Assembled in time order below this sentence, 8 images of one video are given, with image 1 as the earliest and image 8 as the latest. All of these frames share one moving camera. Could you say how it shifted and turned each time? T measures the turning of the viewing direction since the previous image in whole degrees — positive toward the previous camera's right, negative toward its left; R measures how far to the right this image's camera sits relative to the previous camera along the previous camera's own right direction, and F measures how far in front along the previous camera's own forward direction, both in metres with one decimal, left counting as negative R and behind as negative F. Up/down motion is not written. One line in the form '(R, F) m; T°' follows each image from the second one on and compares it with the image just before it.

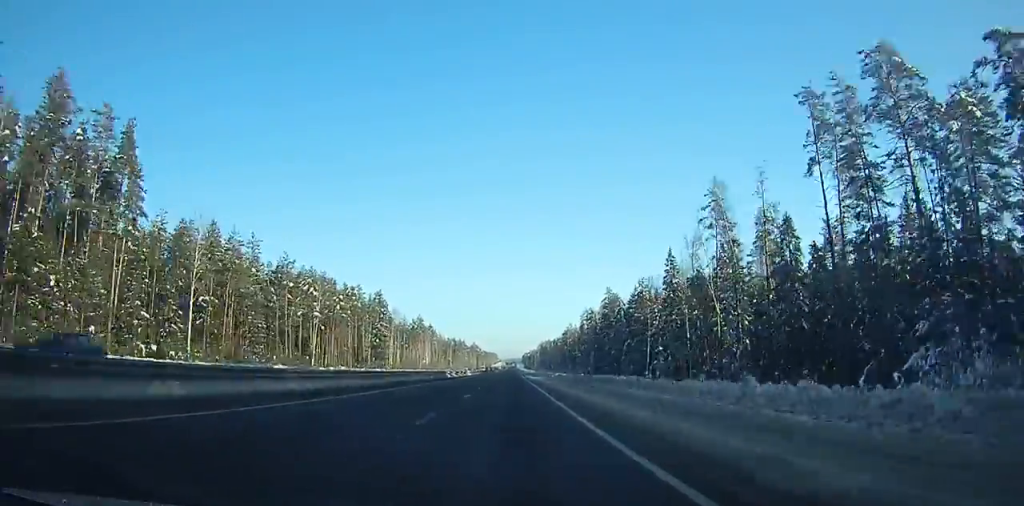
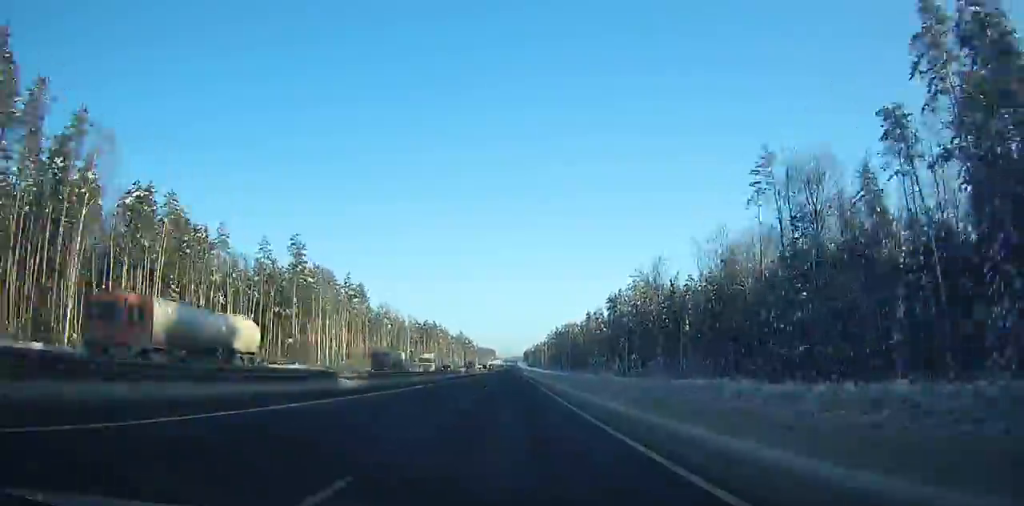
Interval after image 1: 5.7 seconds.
(-0.7, +164.5) m; -1°
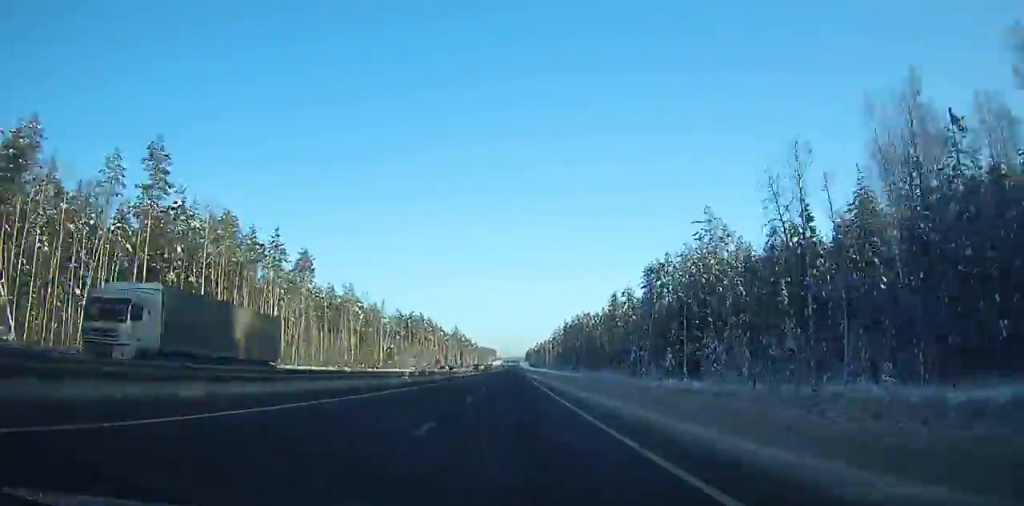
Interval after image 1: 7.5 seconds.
(-0.1, +56.5) m; 0°
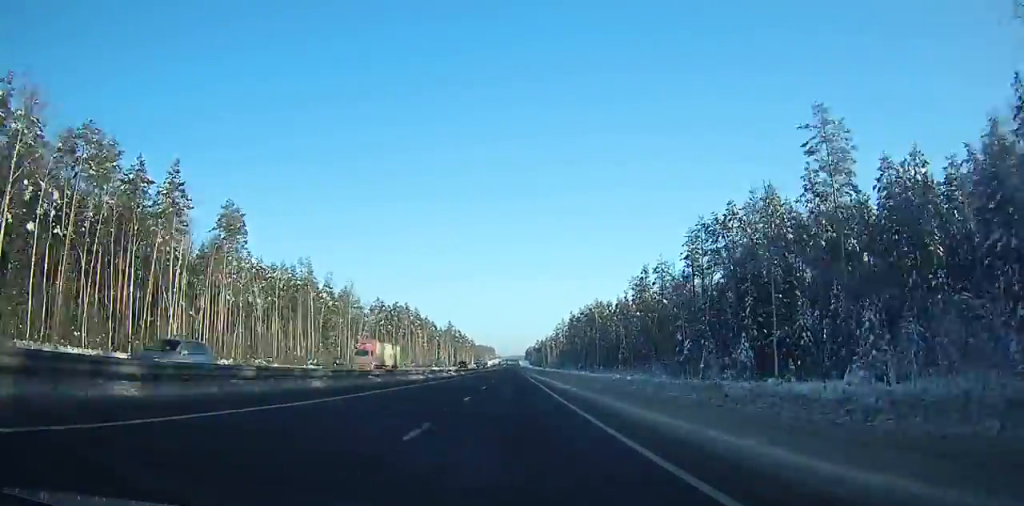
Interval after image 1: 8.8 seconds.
(+0.1, +40.9) m; 0°
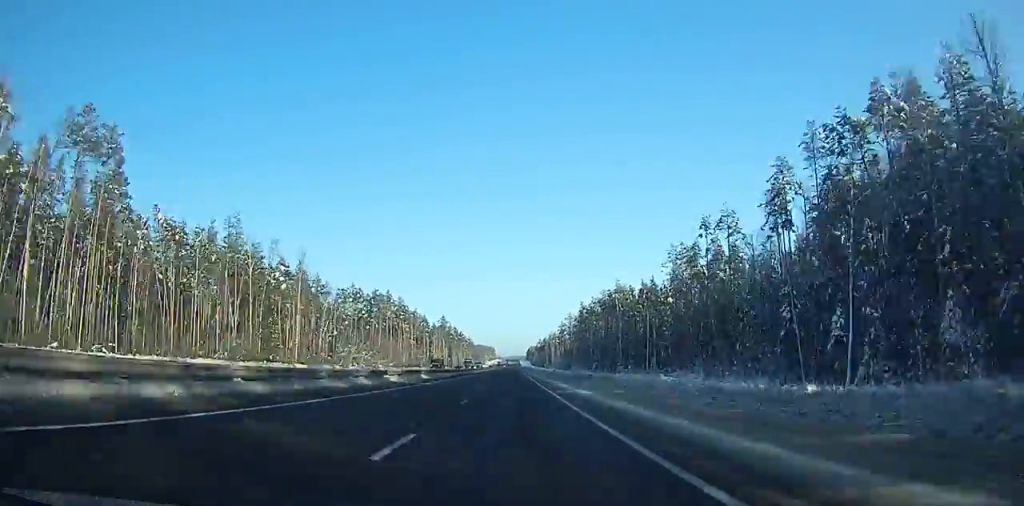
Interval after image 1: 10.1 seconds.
(0.0, +40.6) m; 0°
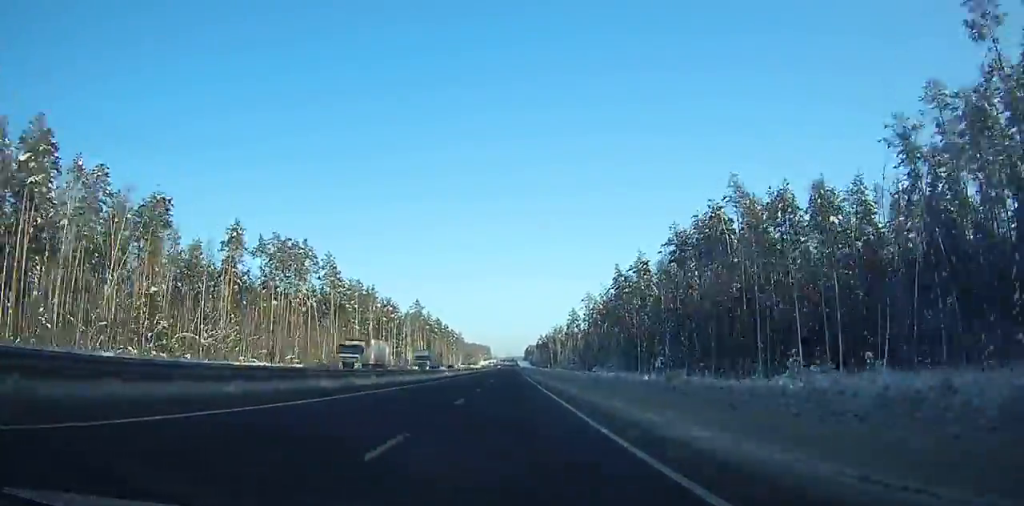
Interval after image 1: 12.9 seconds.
(+0.4, +85.6) m; 0°
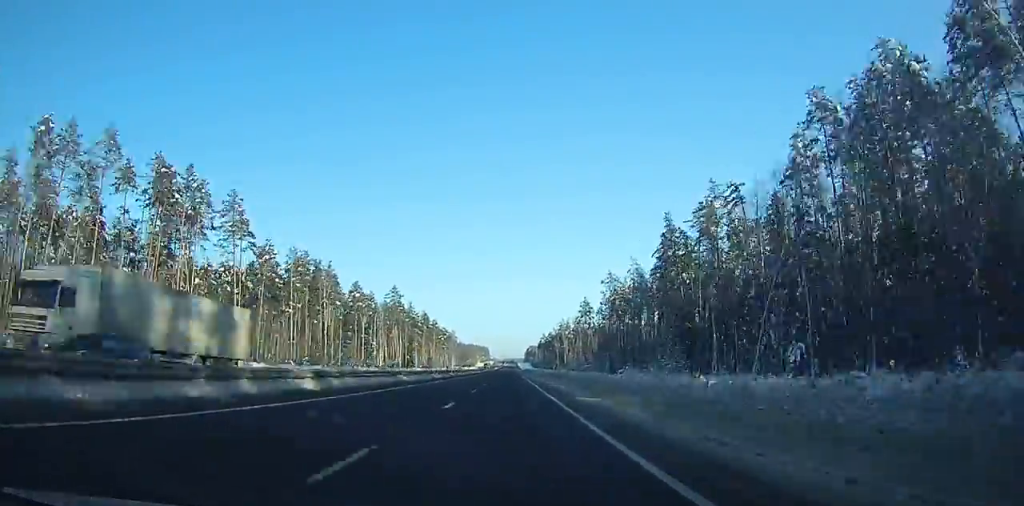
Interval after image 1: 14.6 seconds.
(-0.6, +50.4) m; 0°
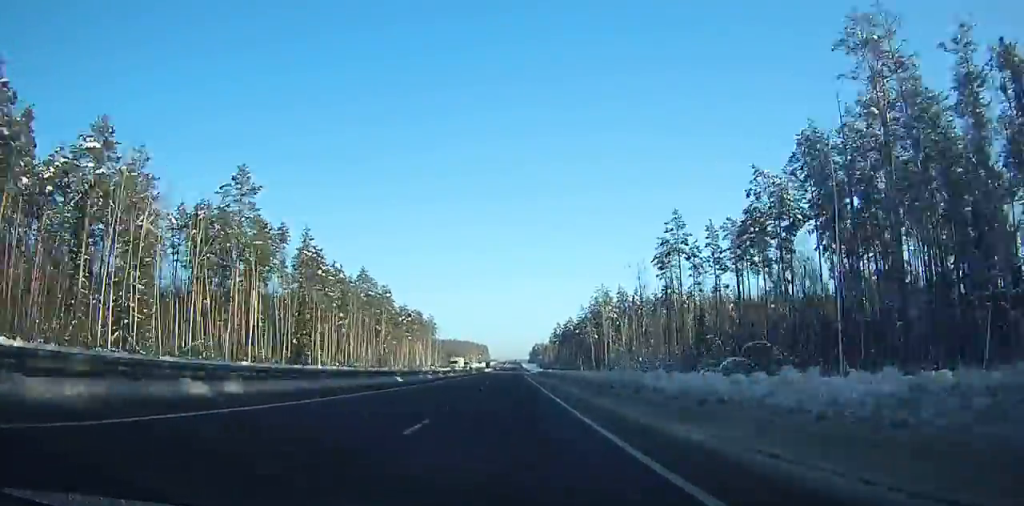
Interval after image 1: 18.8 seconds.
(+0.6, +123.9) m; 0°
